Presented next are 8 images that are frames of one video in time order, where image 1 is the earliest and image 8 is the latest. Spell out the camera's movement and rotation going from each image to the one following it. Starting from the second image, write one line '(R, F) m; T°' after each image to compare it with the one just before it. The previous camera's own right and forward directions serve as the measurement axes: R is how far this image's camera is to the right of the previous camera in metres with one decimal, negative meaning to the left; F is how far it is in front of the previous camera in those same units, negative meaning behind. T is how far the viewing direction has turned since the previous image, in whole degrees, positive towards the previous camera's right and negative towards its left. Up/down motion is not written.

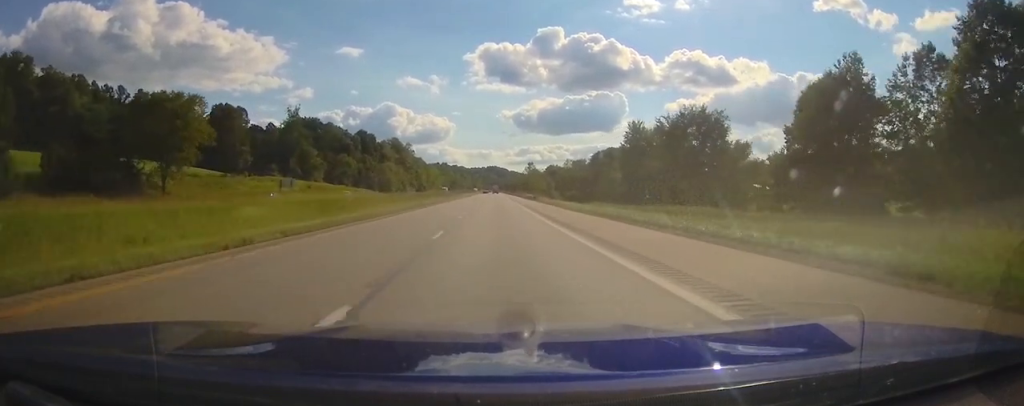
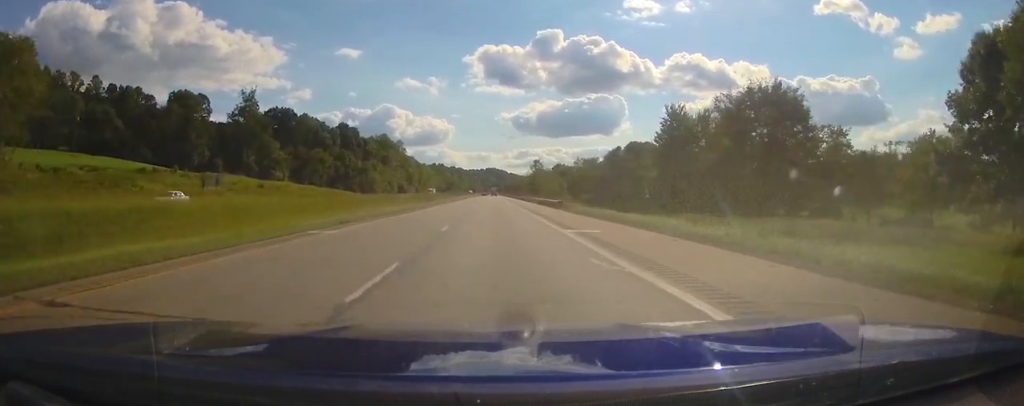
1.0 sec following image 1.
(0.0, +32.8) m; 0°
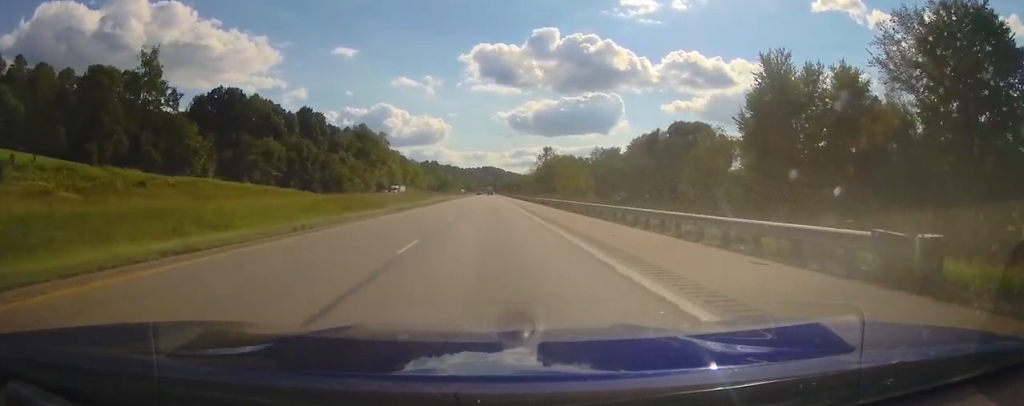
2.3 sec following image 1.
(0.0, +43.8) m; 0°
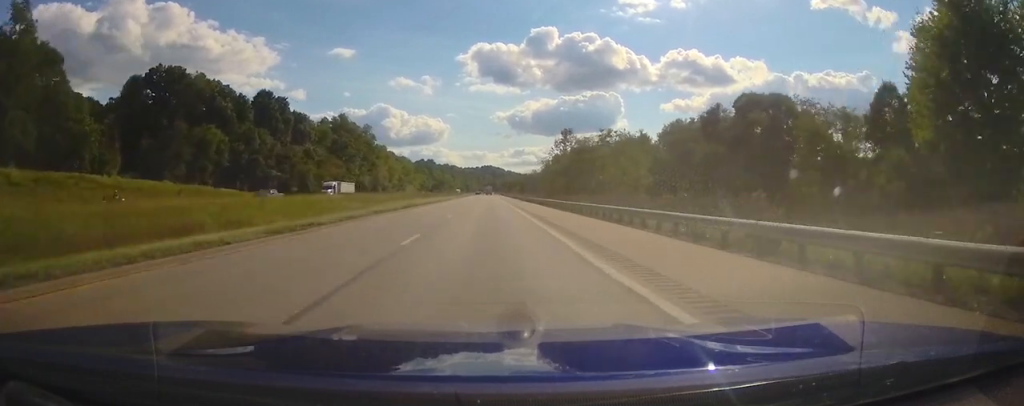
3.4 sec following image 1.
(-0.3, +35.1) m; +1°
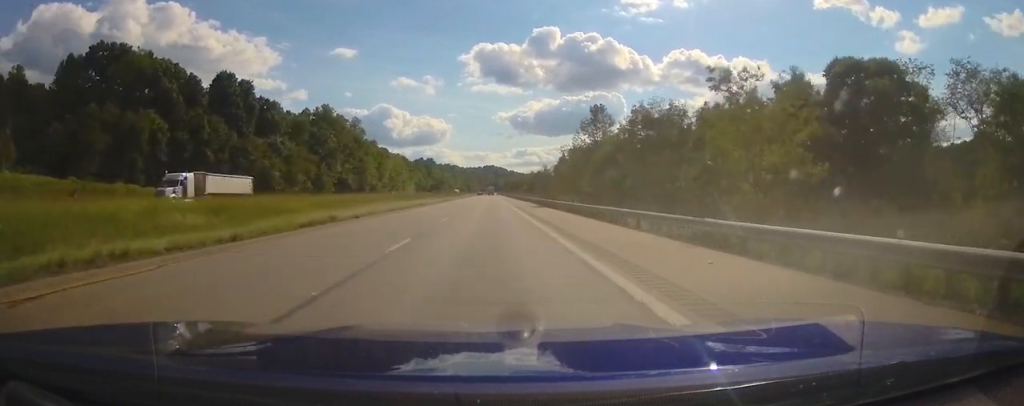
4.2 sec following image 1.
(+0.5, +26.1) m; 0°
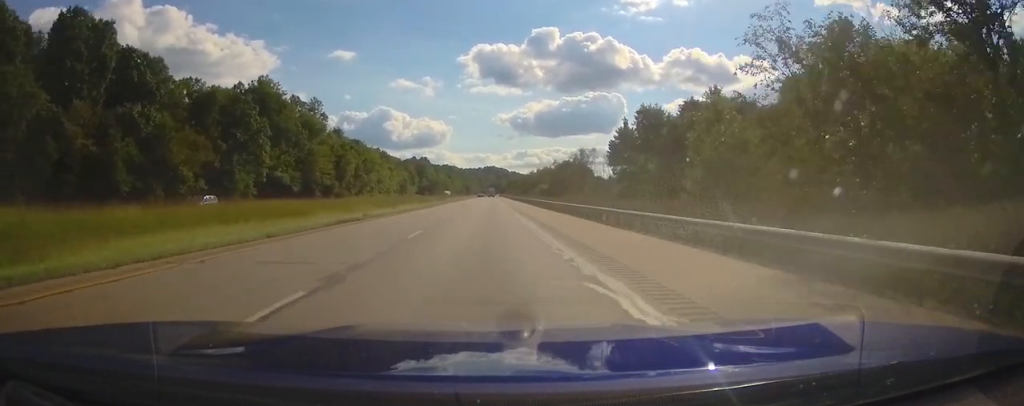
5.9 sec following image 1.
(-0.7, +56.2) m; -1°
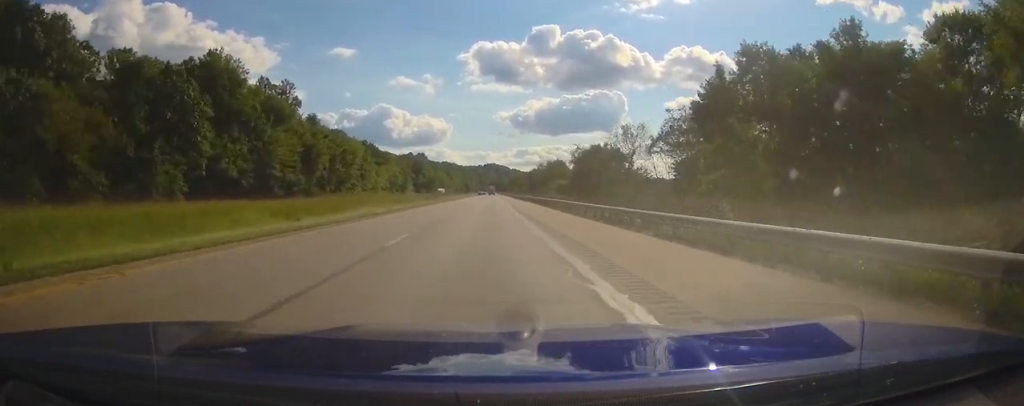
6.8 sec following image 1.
(0.0, +27.0) m; 0°
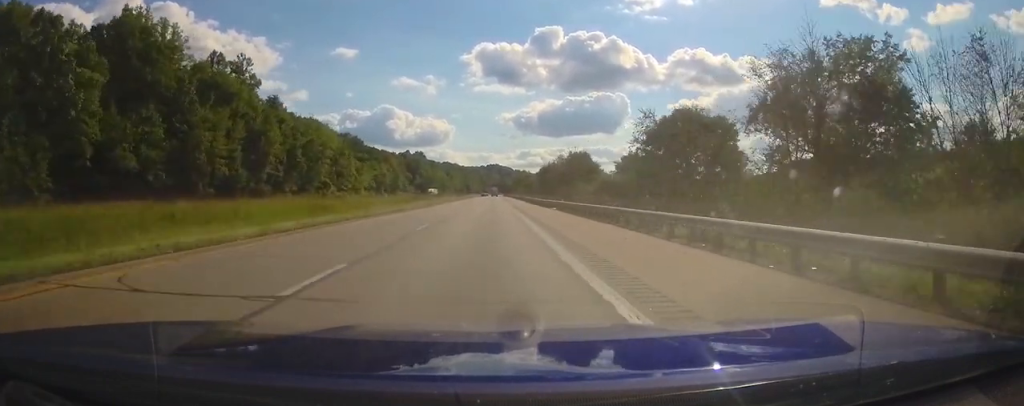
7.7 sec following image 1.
(0.0, +31.4) m; 0°
